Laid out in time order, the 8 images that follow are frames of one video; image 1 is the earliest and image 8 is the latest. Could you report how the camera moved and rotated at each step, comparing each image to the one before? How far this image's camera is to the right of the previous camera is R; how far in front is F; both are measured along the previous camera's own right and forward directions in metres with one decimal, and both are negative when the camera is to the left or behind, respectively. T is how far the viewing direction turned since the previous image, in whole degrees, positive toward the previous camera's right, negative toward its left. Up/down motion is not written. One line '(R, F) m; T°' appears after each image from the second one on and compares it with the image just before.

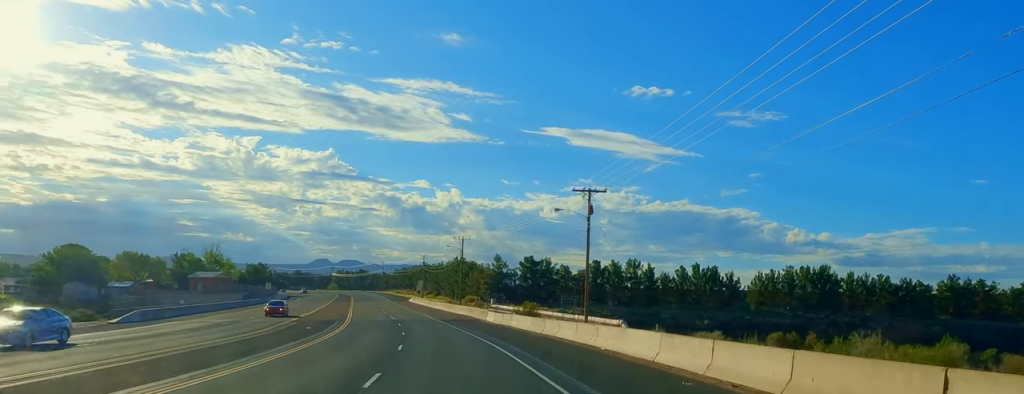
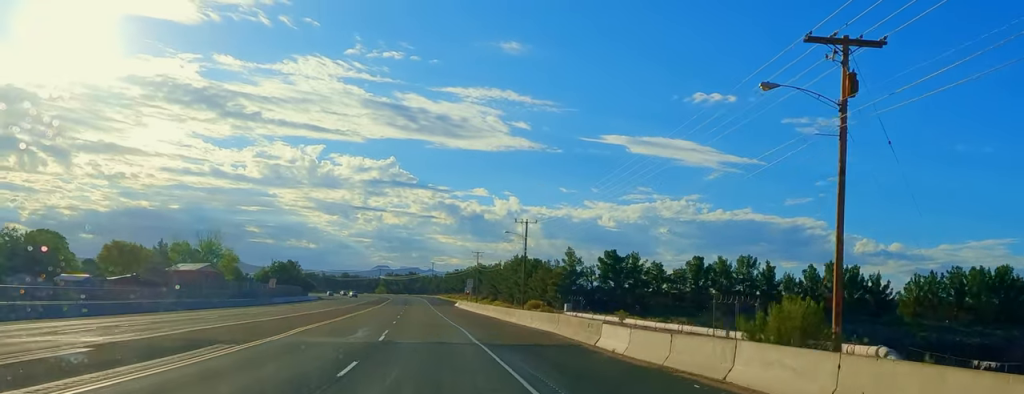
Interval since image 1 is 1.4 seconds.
(-1.4, +35.1) m; -5°
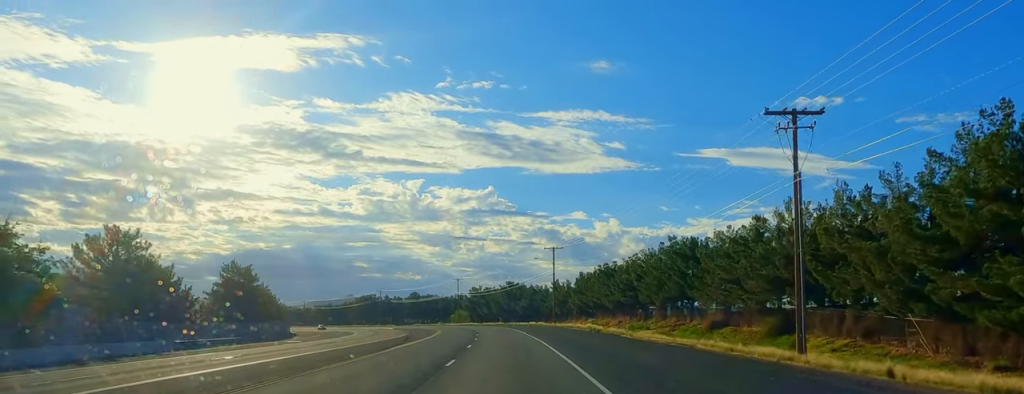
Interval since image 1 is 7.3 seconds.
(-4.3, +140.5) m; -3°
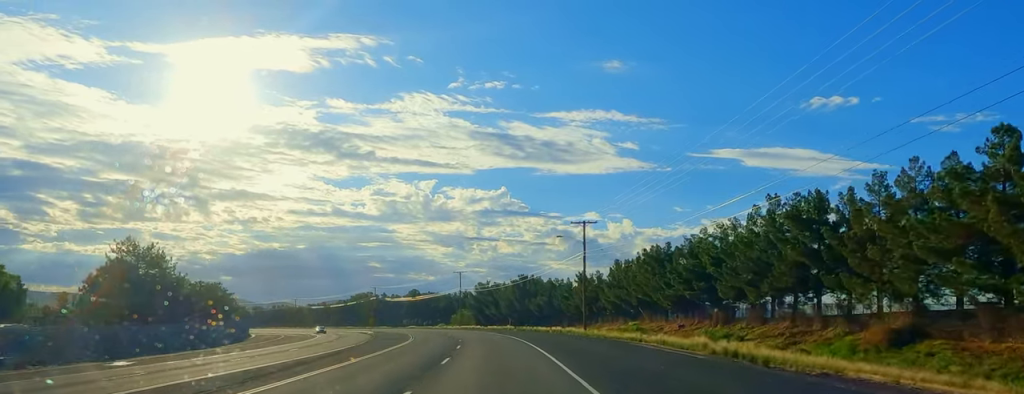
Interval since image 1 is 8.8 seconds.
(-0.9, +32.8) m; -3°
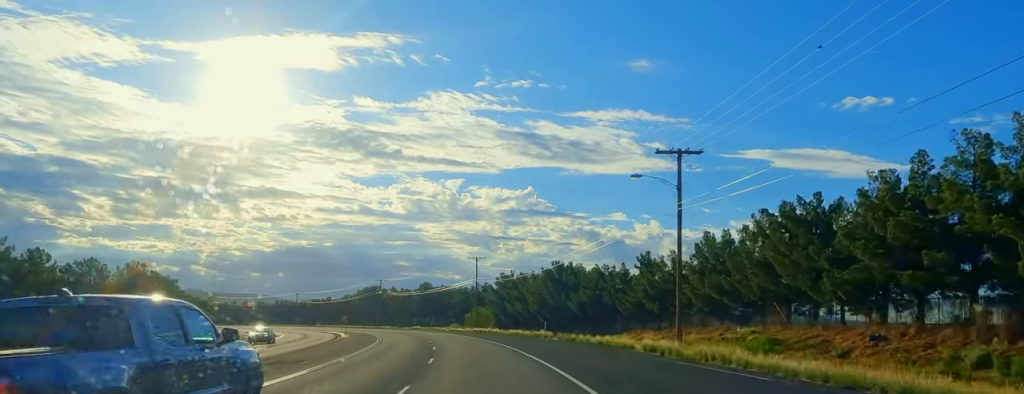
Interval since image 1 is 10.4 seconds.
(-1.1, +34.9) m; -4°
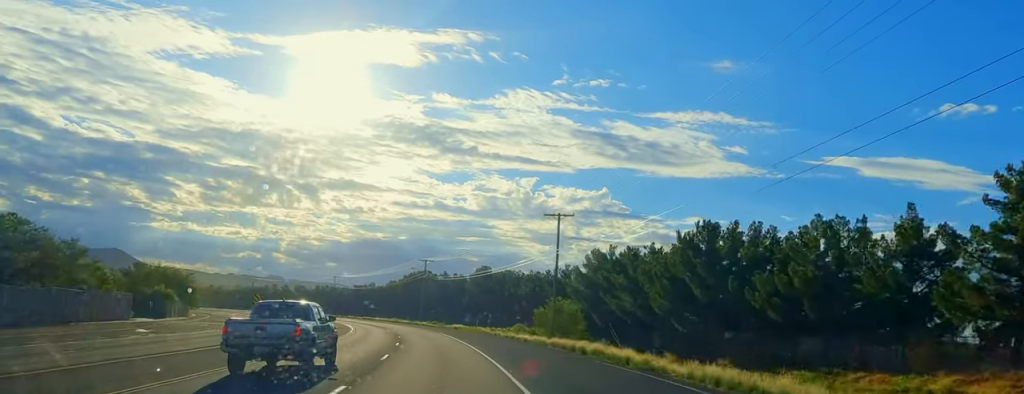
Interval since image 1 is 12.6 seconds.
(-3.0, +49.3) m; -6°
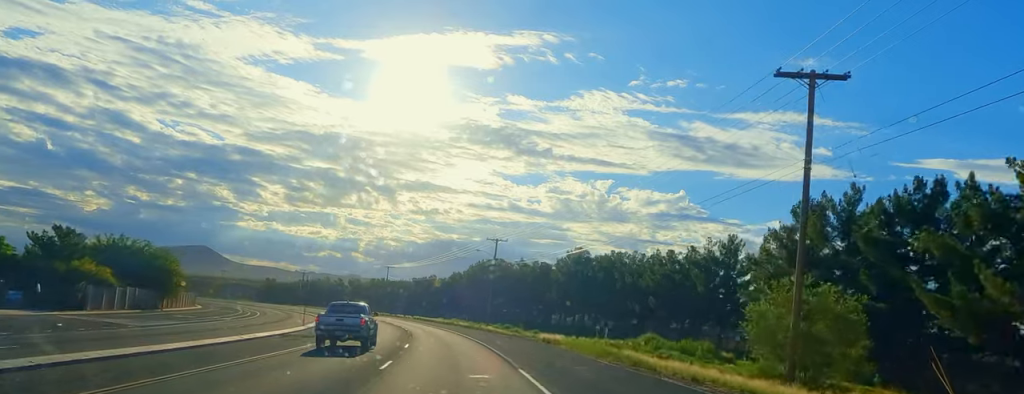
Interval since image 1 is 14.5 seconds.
(-1.5, +41.8) m; -6°
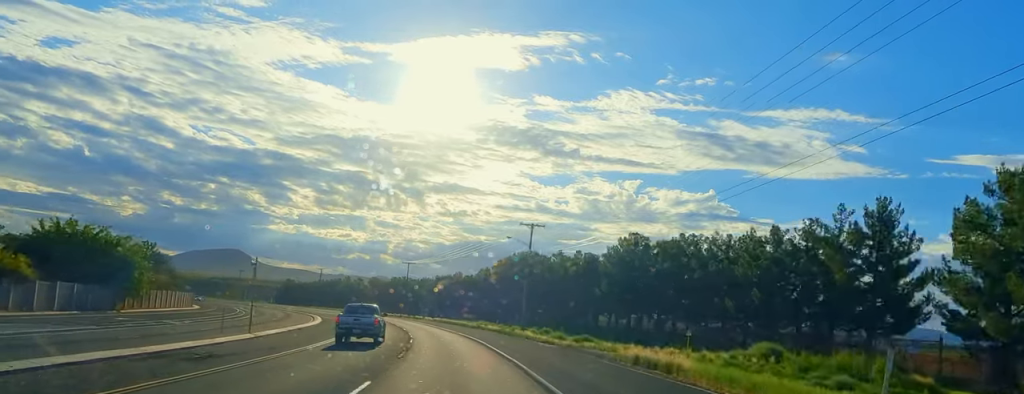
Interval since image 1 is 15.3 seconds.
(+0.9, +18.7) m; -3°
